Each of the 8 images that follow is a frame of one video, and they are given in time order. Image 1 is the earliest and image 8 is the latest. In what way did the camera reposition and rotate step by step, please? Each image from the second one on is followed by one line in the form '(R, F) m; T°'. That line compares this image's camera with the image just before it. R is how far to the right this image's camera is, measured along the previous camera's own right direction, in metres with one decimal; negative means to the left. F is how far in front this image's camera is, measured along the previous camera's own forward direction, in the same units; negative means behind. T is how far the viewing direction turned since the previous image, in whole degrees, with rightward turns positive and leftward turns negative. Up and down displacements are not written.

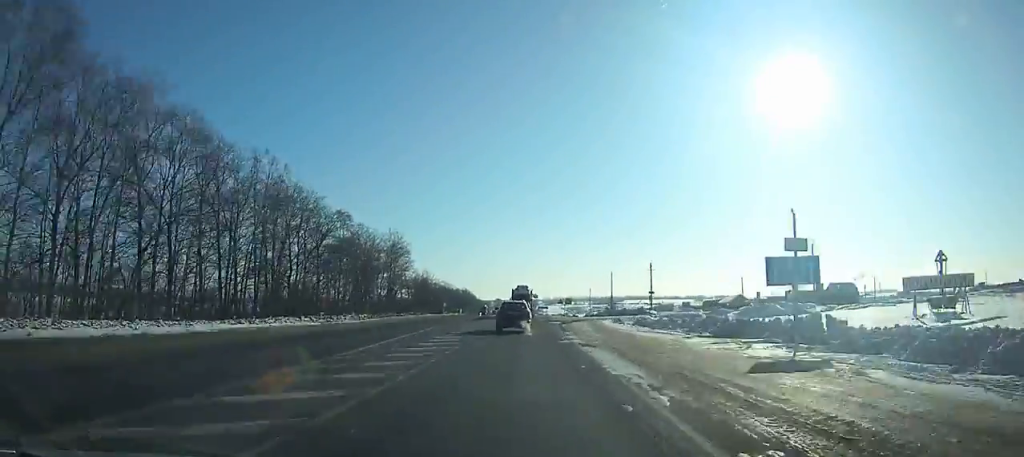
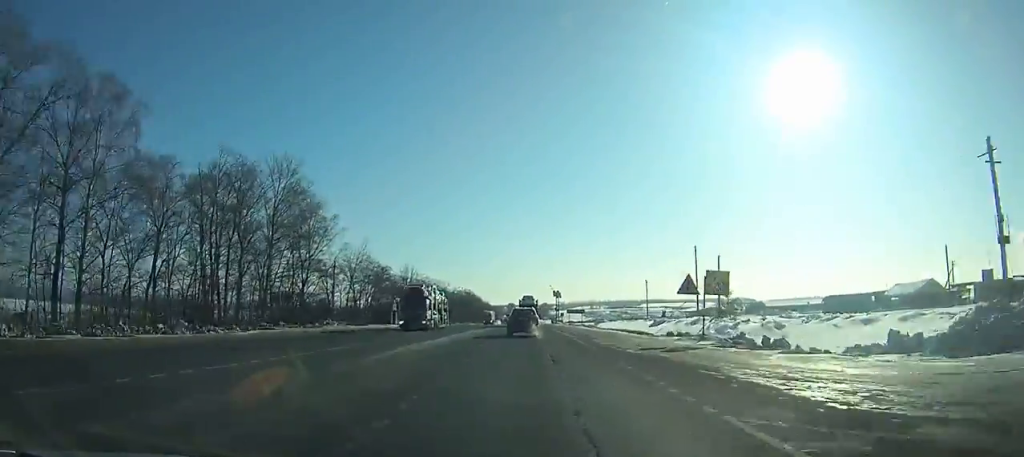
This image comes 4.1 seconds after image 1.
(+0.1, +79.9) m; 0°
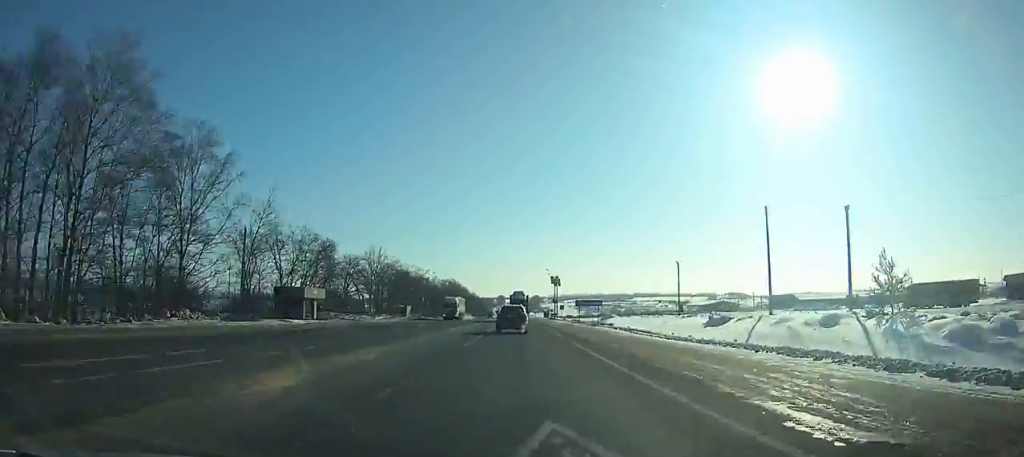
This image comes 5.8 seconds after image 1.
(-0.1, +34.1) m; 0°
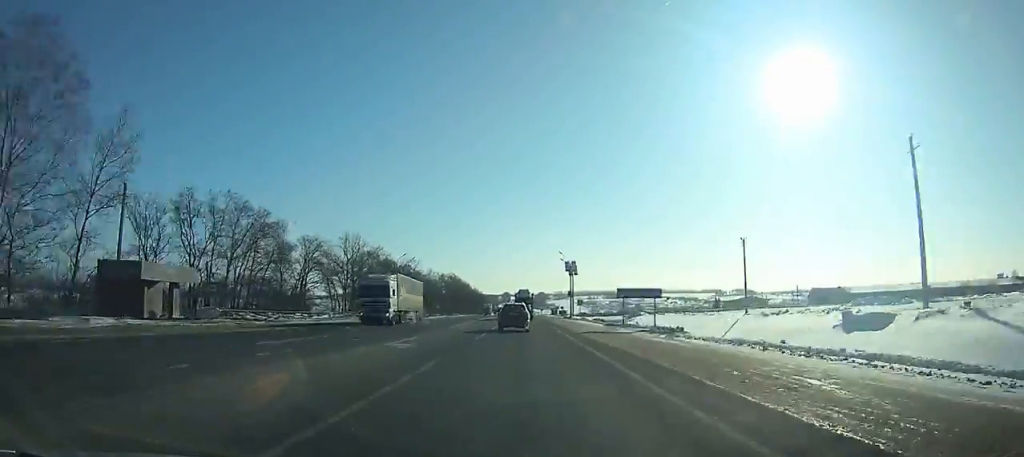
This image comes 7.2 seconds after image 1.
(0.0, +28.4) m; 0°
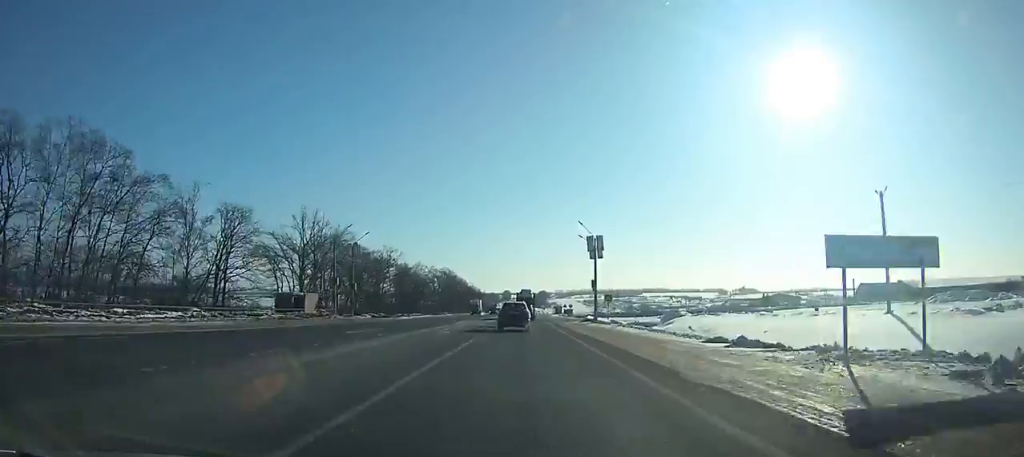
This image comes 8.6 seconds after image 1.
(0.0, +28.6) m; 0°
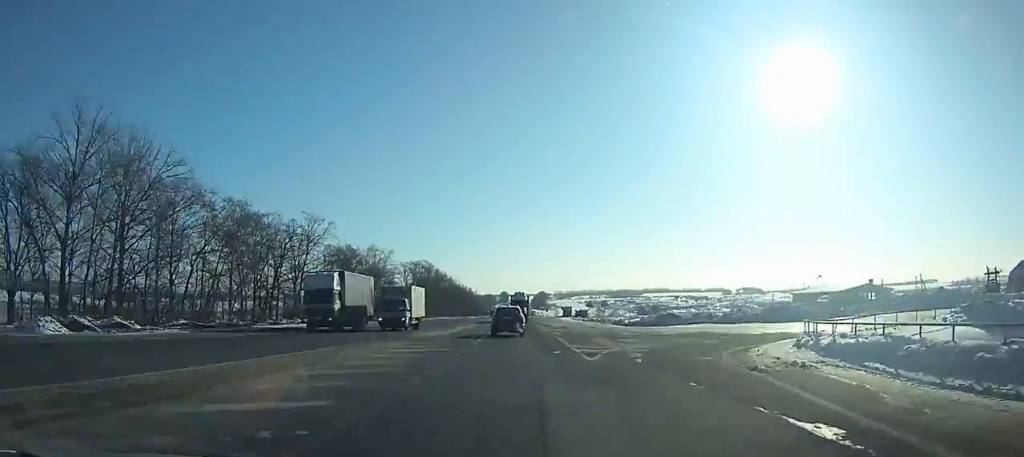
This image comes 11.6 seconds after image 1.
(+0.1, +60.9) m; +2°
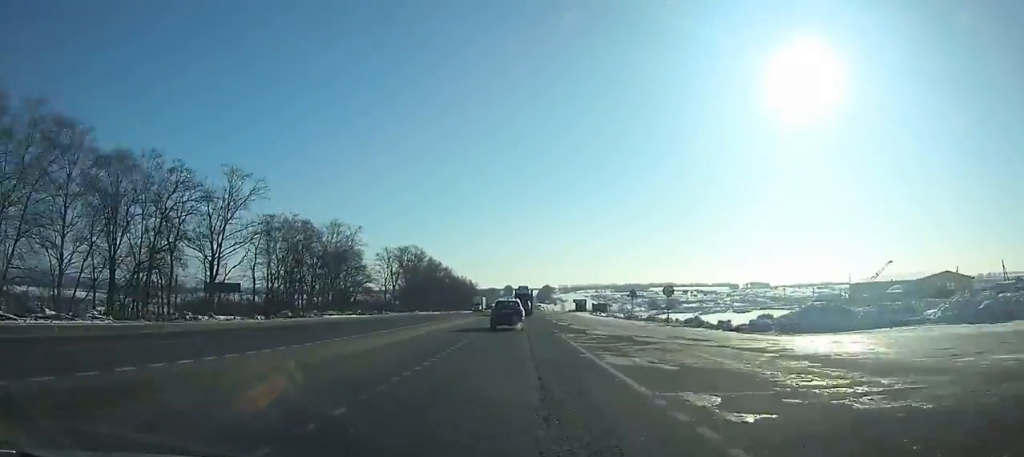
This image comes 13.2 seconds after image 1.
(-0.3, +31.3) m; +2°
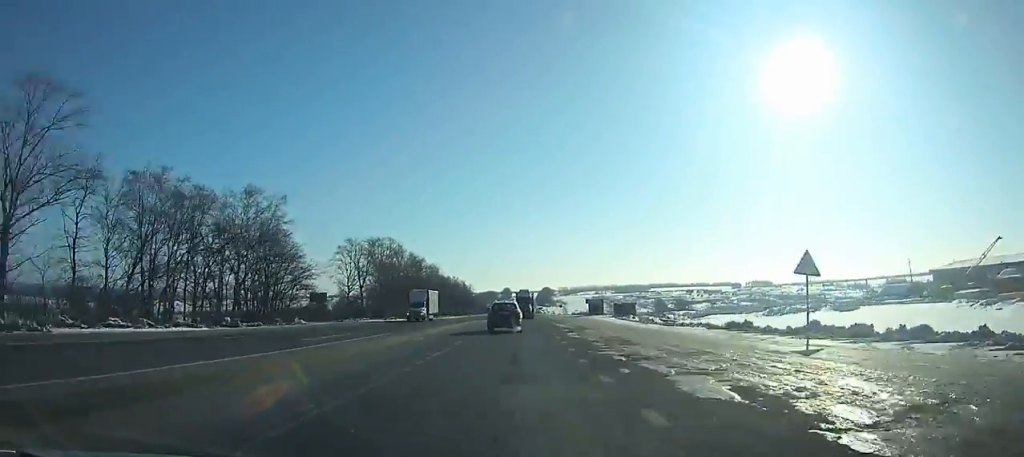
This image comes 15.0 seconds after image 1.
(+1.4, +35.1) m; -1°
